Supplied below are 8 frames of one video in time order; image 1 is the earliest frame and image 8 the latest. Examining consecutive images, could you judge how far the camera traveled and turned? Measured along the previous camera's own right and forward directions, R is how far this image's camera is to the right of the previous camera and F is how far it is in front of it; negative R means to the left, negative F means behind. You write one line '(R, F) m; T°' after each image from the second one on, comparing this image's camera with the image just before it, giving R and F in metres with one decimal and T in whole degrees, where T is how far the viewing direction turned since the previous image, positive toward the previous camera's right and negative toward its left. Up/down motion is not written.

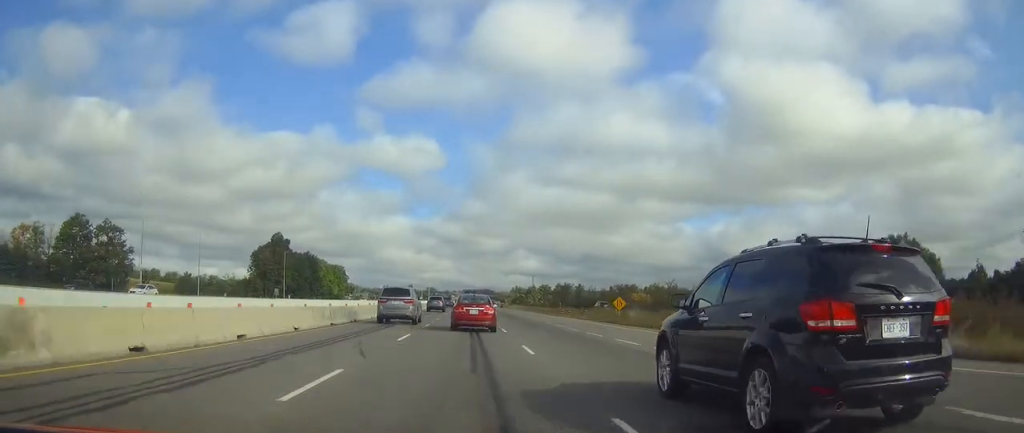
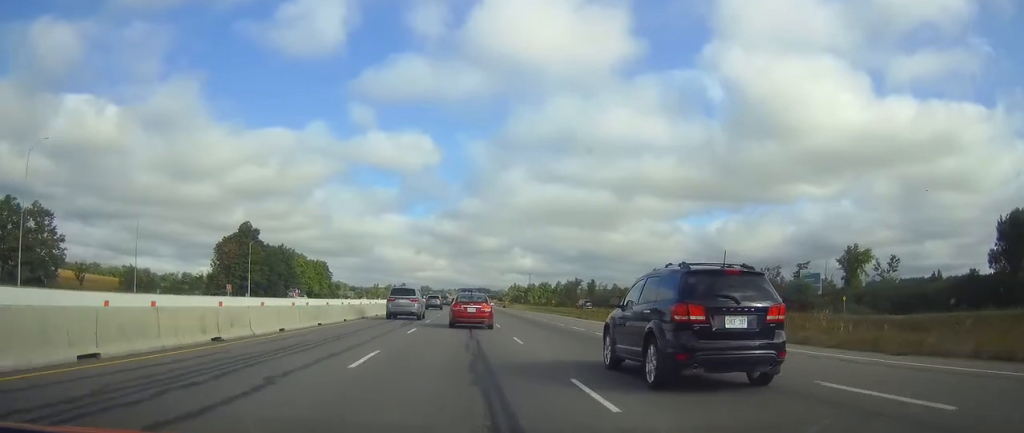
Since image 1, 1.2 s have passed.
(+1.0, +32.2) m; +3°
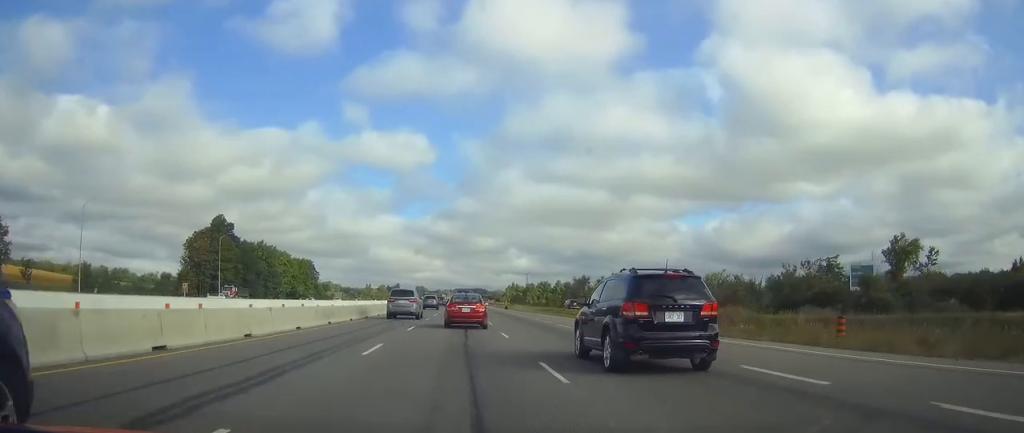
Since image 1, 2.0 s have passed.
(+0.2, +21.9) m; 0°
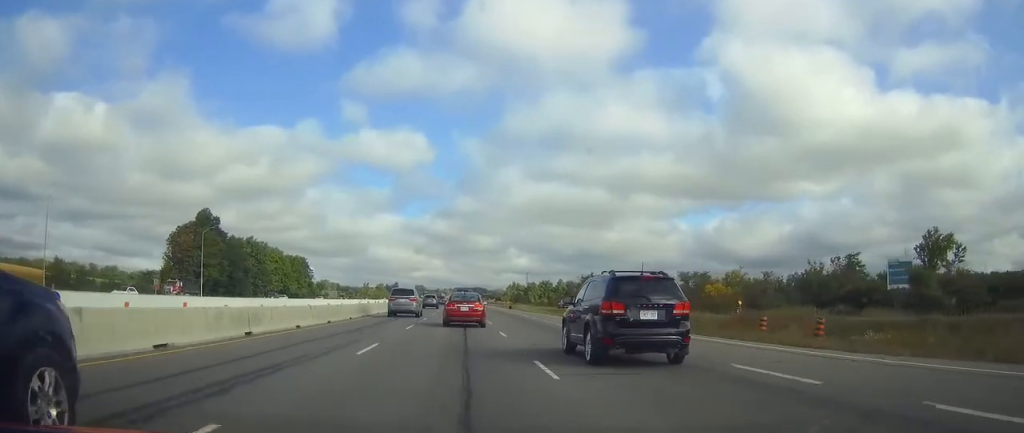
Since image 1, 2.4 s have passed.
(-0.2, +12.4) m; -1°
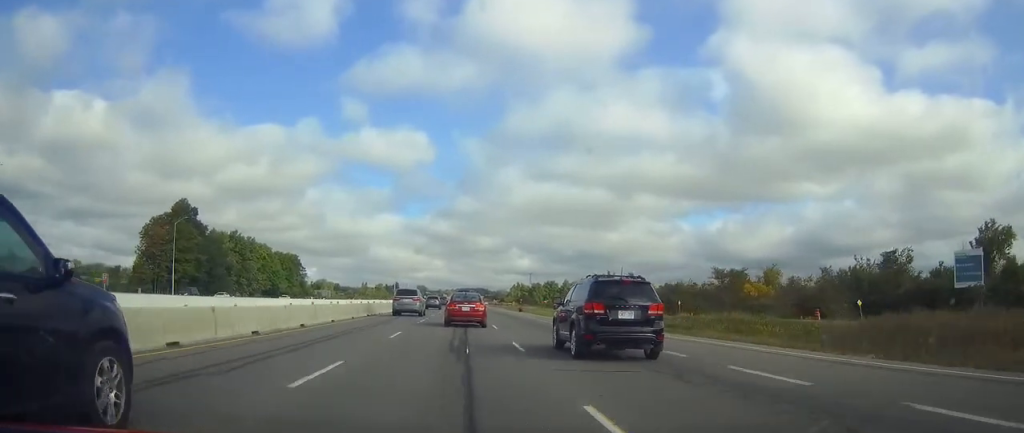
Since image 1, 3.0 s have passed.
(-0.1, +17.9) m; 0°
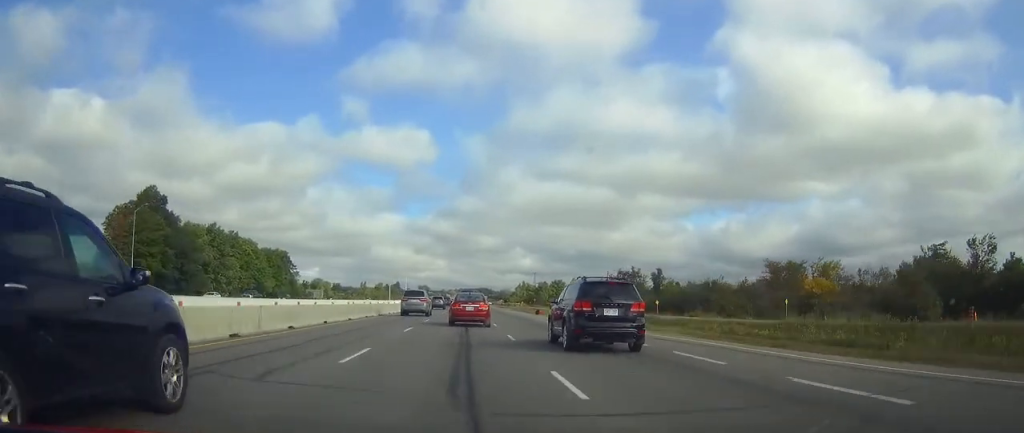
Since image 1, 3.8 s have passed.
(0.0, +20.7) m; 0°
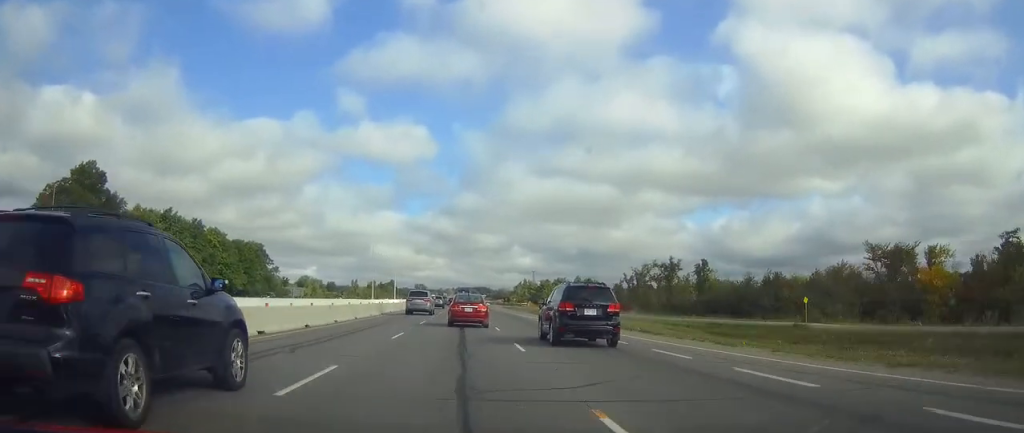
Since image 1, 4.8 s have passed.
(0.0, +27.8) m; 0°
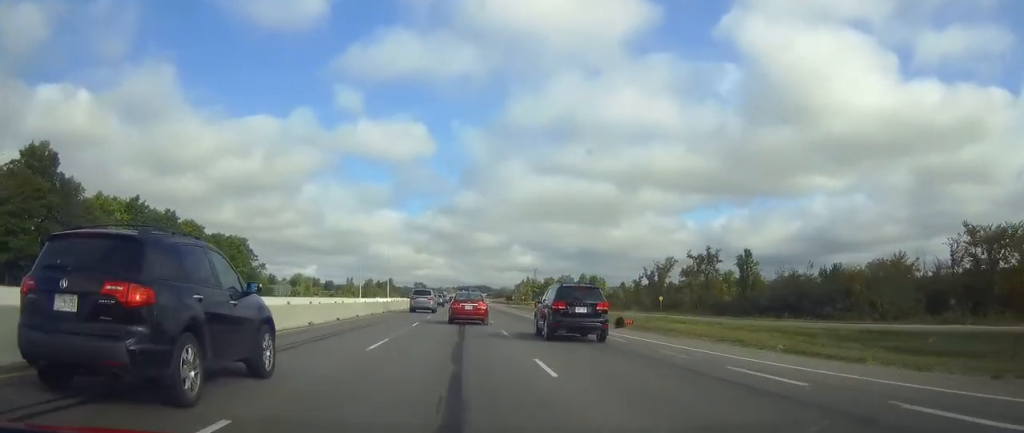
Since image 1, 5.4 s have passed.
(+0.1, +17.6) m; 0°
